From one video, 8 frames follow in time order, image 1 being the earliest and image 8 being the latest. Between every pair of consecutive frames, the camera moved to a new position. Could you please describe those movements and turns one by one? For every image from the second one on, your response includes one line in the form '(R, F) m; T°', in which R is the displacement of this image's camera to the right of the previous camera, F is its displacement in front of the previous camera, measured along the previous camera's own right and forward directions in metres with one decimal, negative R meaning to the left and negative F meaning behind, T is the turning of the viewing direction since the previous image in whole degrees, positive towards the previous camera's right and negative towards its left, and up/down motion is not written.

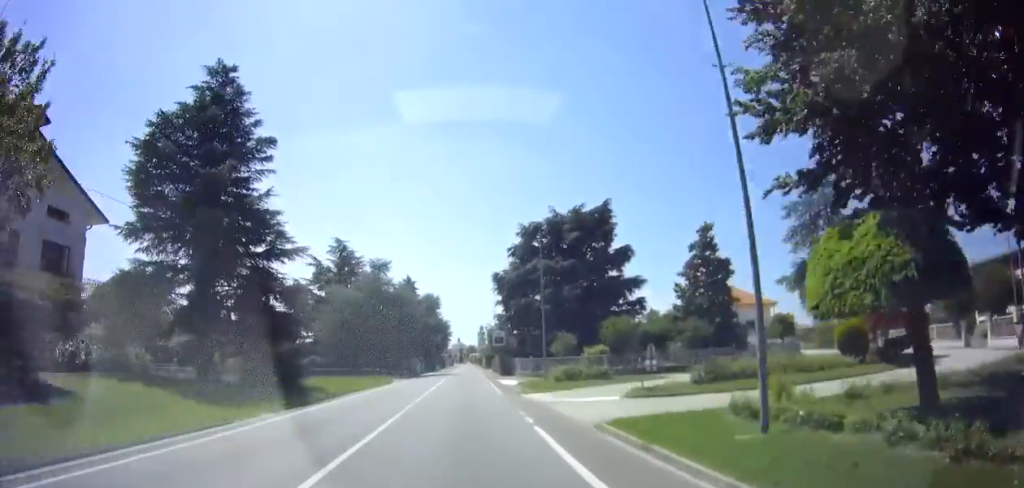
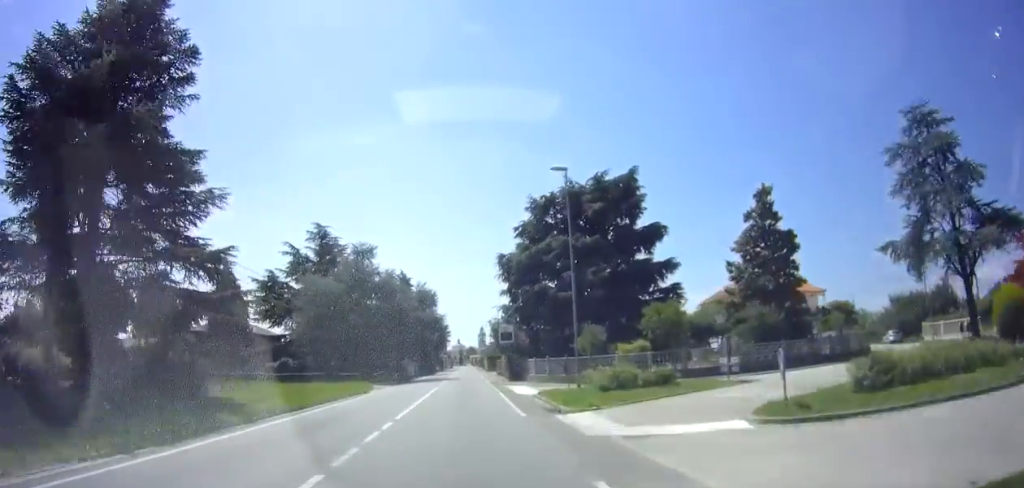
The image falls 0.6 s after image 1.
(0.0, +8.9) m; 0°
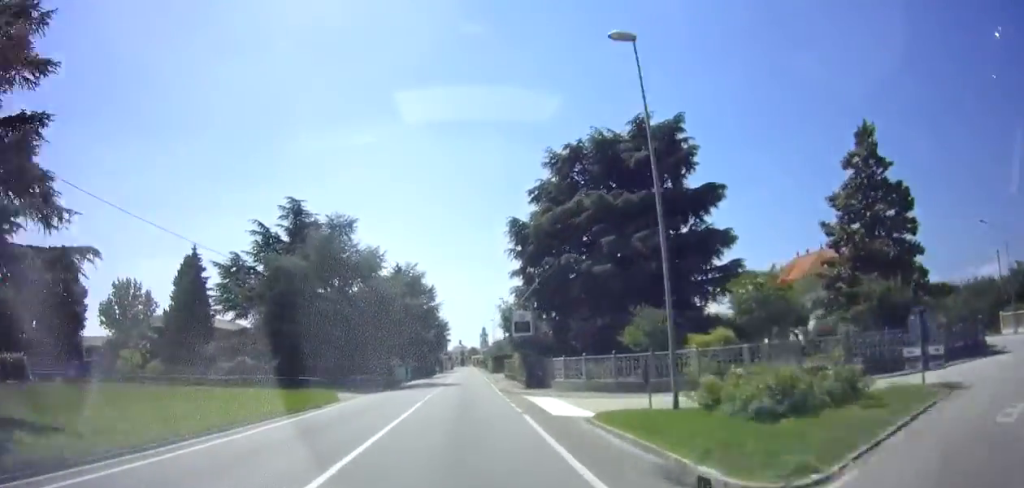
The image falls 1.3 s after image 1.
(0.0, +10.4) m; 0°
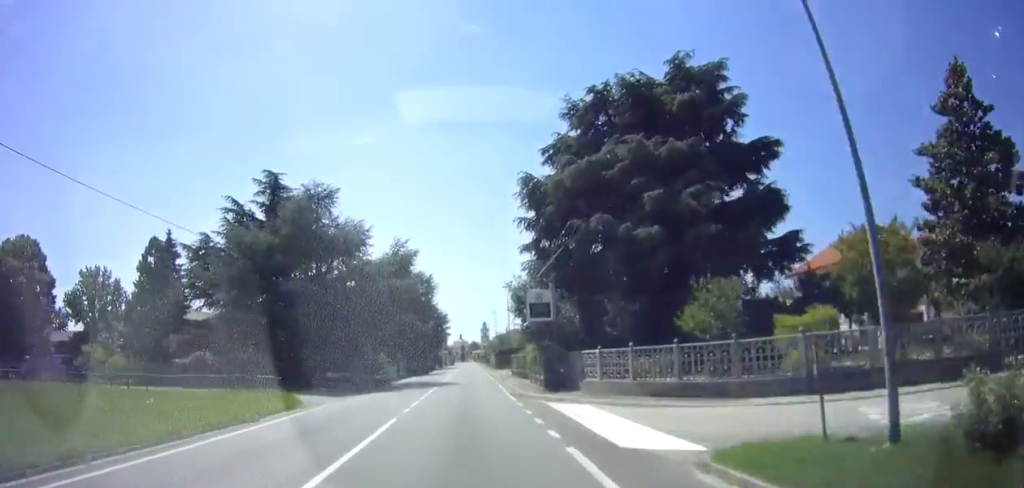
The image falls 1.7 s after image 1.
(0.0, +6.4) m; 0°
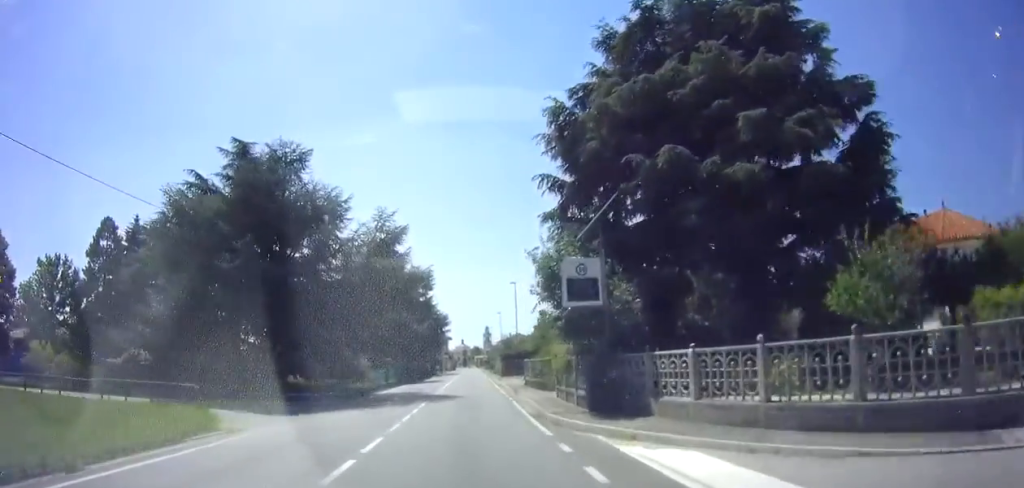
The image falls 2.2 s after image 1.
(0.0, +7.4) m; 0°
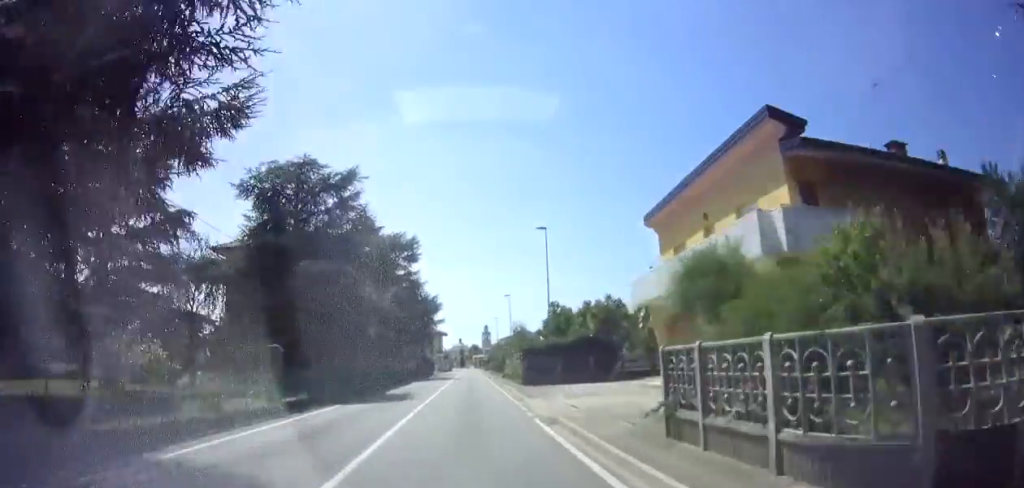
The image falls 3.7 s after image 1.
(0.0, +21.4) m; 0°
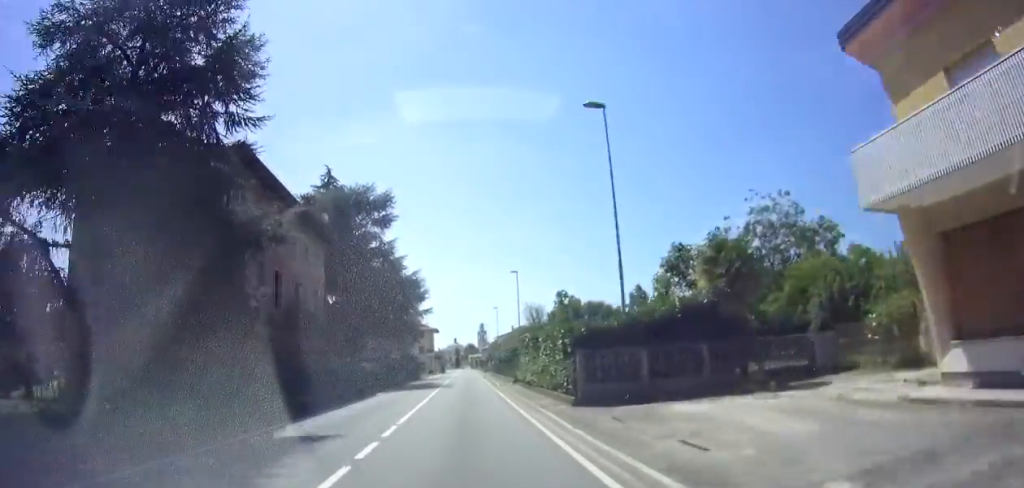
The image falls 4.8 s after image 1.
(-0.1, +15.8) m; 0°
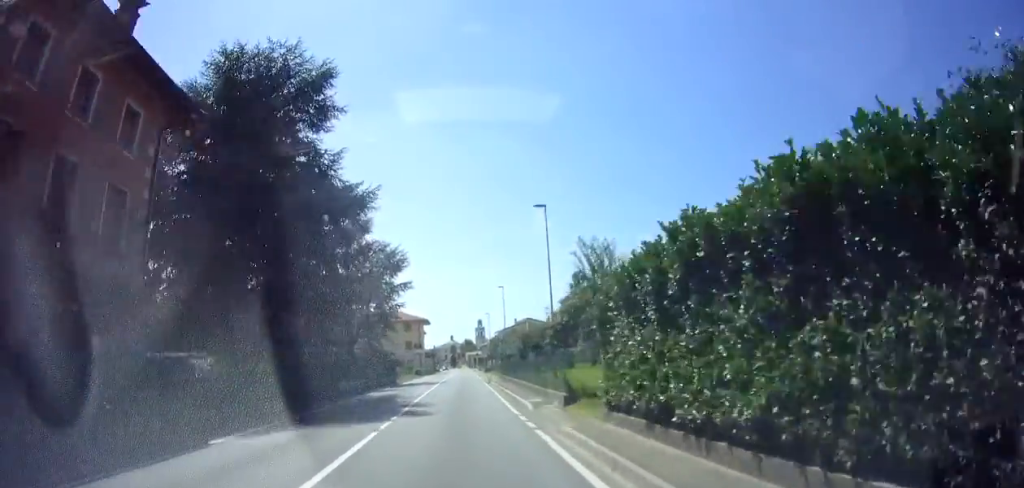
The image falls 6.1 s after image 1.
(0.0, +19.0) m; +2°
